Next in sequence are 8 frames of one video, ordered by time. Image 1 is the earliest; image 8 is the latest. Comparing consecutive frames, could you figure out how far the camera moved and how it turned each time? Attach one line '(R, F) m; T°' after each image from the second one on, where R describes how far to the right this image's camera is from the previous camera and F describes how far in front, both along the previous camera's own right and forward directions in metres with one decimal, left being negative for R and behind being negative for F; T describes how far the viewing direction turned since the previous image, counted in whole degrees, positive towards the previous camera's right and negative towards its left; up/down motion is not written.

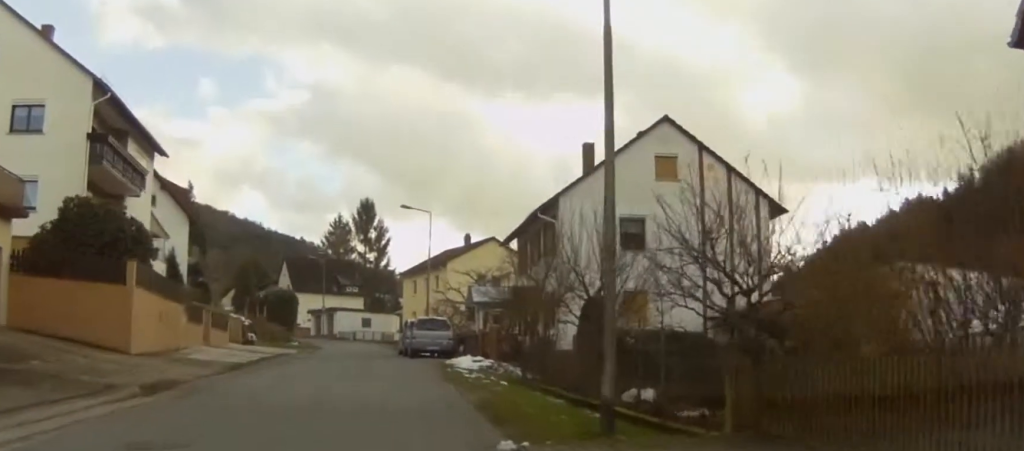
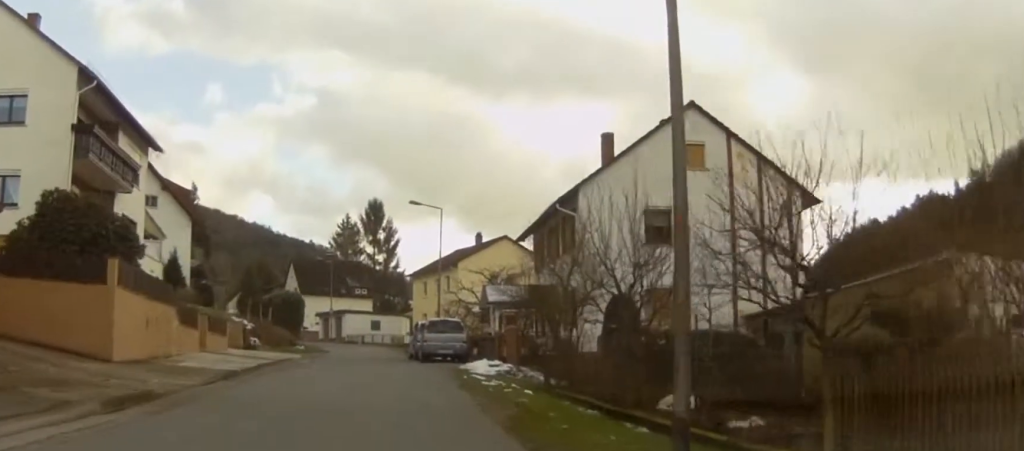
(-0.1, +2.2) m; -3°
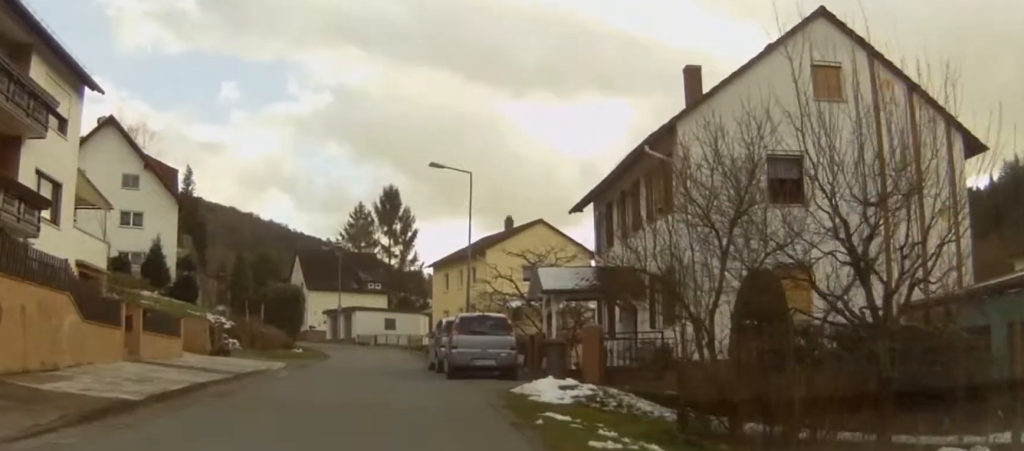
(-0.5, +9.8) m; -1°
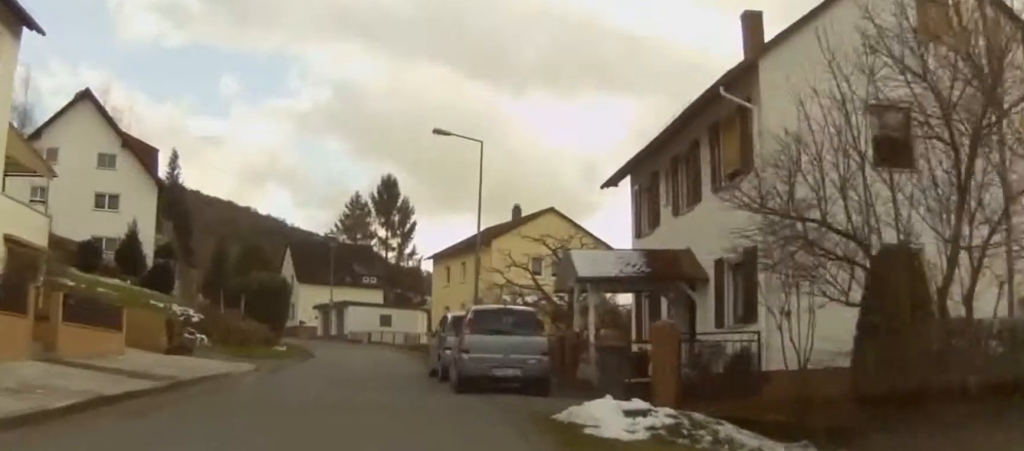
(+0.2, +5.9) m; 0°
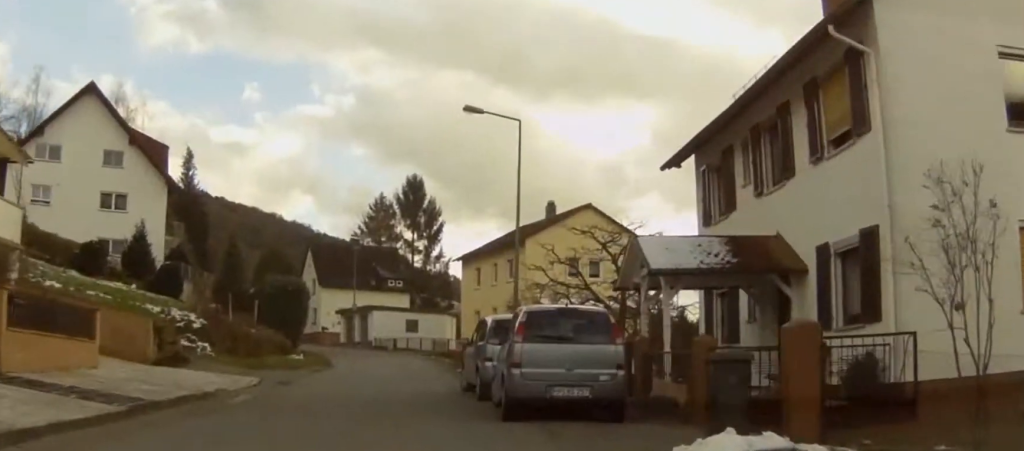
(-0.1, +4.4) m; -2°
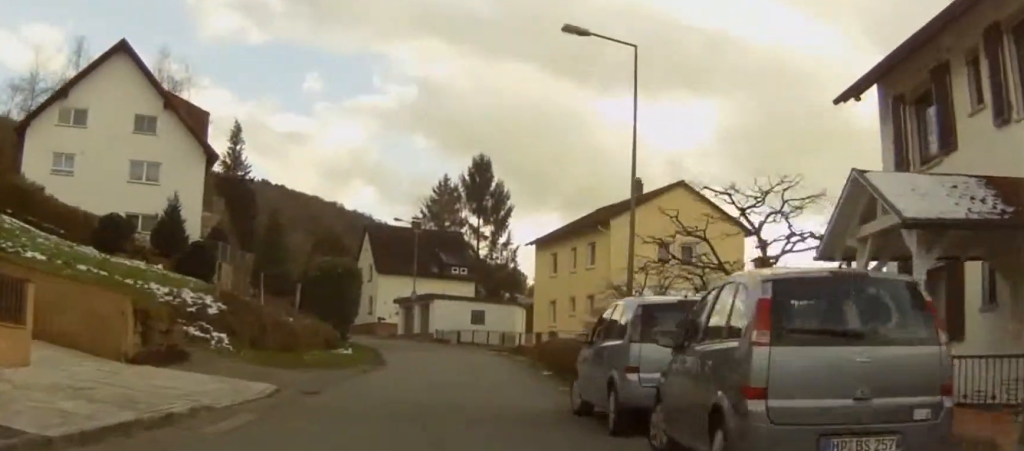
(-0.2, +7.0) m; -1°
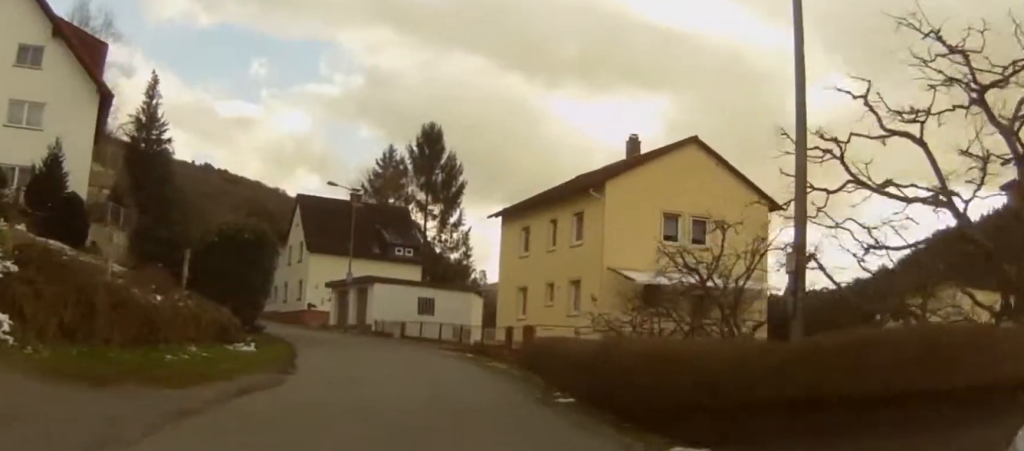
(+0.1, +10.9) m; +3°
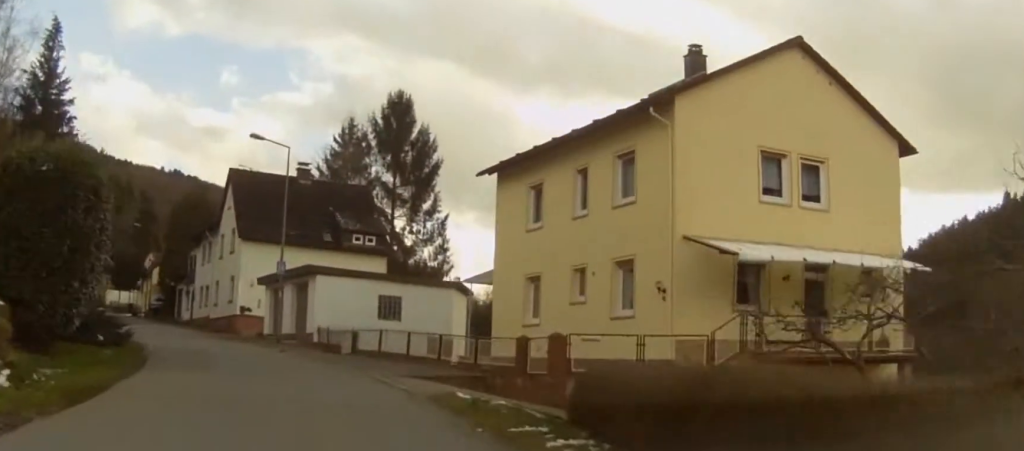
(+0.4, +14.0) m; +1°
